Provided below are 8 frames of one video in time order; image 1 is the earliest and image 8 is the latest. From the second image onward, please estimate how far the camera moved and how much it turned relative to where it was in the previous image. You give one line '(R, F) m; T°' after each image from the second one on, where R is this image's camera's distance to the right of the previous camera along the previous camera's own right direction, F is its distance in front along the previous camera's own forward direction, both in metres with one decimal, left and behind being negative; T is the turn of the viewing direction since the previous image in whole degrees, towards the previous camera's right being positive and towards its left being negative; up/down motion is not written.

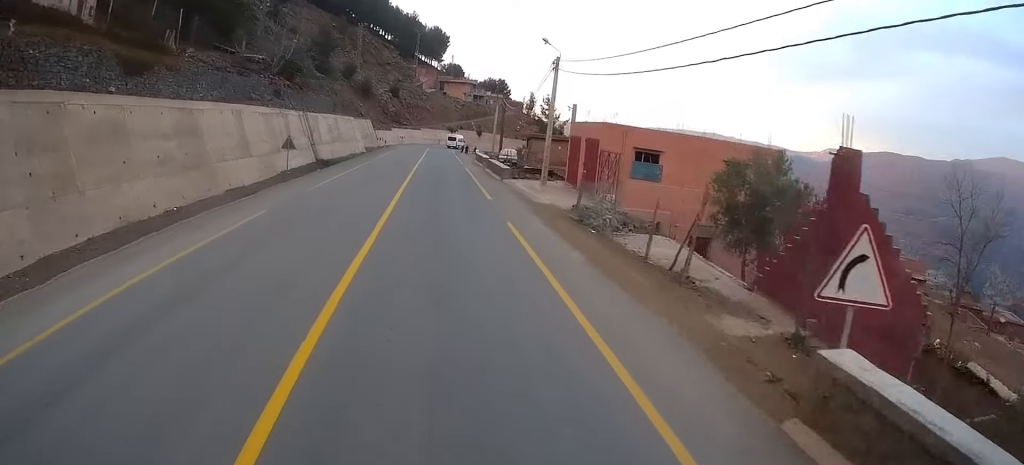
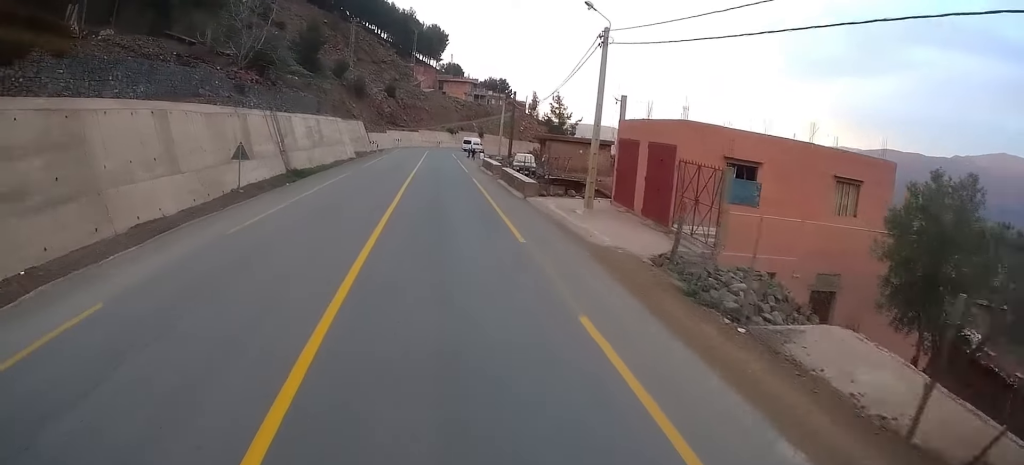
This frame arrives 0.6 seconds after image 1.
(+0.3, +8.8) m; 0°
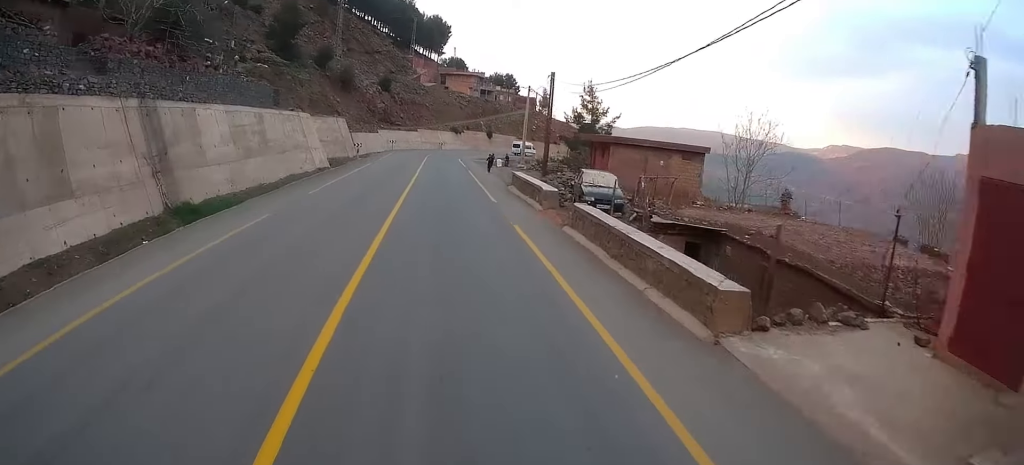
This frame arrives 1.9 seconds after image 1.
(-0.3, +17.9) m; -2°
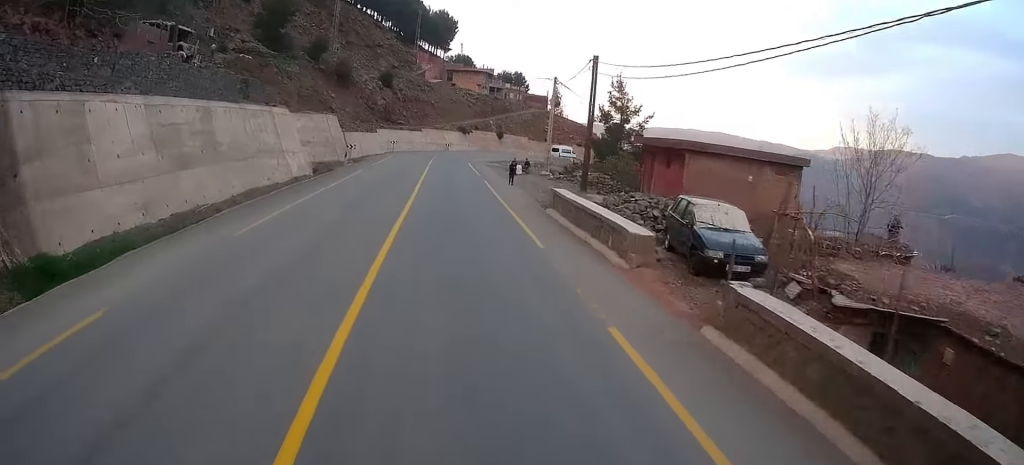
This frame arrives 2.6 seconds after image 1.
(-0.1, +9.6) m; 0°
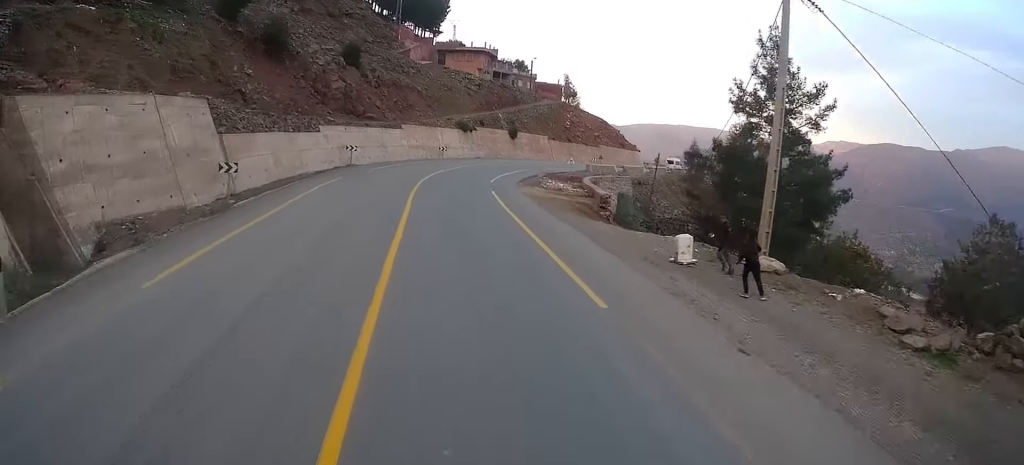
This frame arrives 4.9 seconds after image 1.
(0.0, +31.9) m; +1°
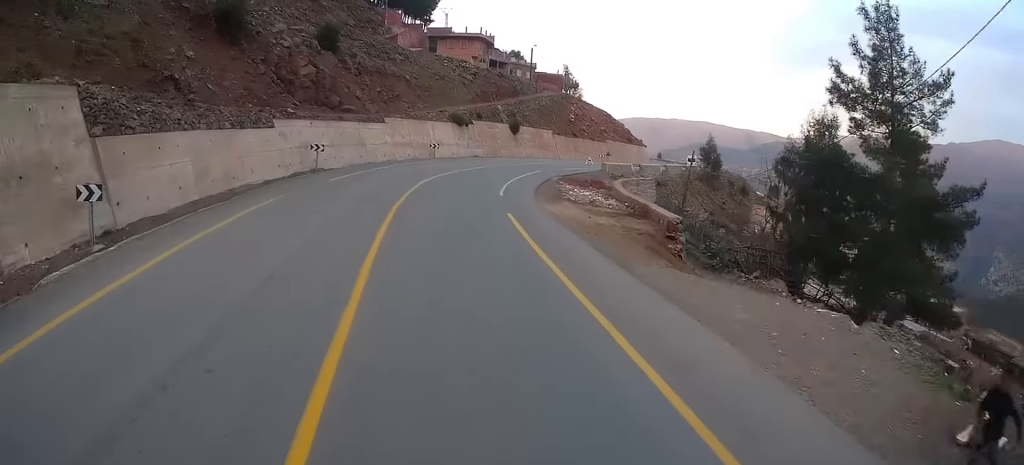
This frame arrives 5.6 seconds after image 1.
(+0.1, +9.8) m; +2°
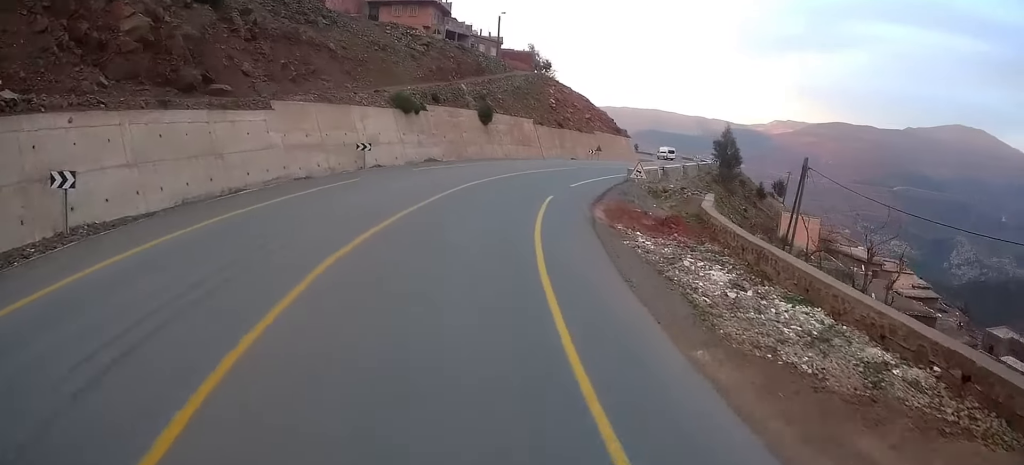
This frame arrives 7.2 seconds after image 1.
(+1.2, +21.3) m; +10°
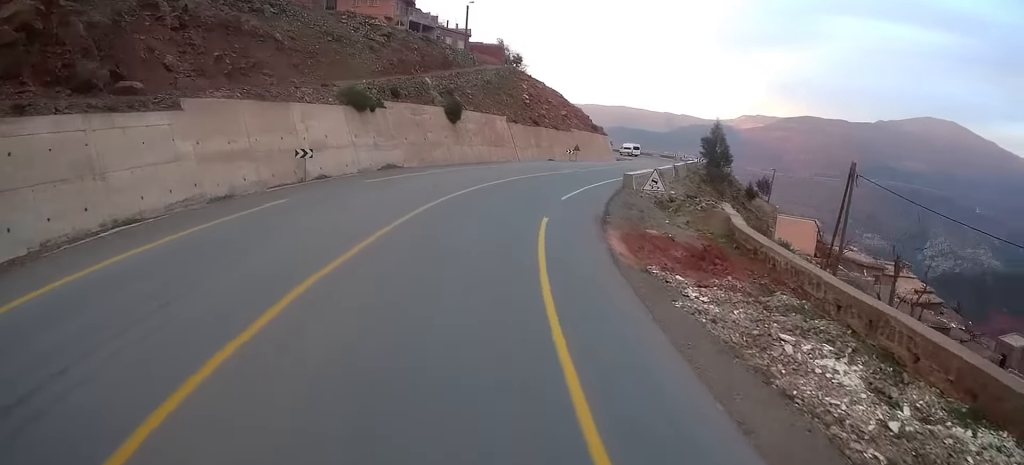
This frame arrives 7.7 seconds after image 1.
(+0.5, +6.4) m; +4°
